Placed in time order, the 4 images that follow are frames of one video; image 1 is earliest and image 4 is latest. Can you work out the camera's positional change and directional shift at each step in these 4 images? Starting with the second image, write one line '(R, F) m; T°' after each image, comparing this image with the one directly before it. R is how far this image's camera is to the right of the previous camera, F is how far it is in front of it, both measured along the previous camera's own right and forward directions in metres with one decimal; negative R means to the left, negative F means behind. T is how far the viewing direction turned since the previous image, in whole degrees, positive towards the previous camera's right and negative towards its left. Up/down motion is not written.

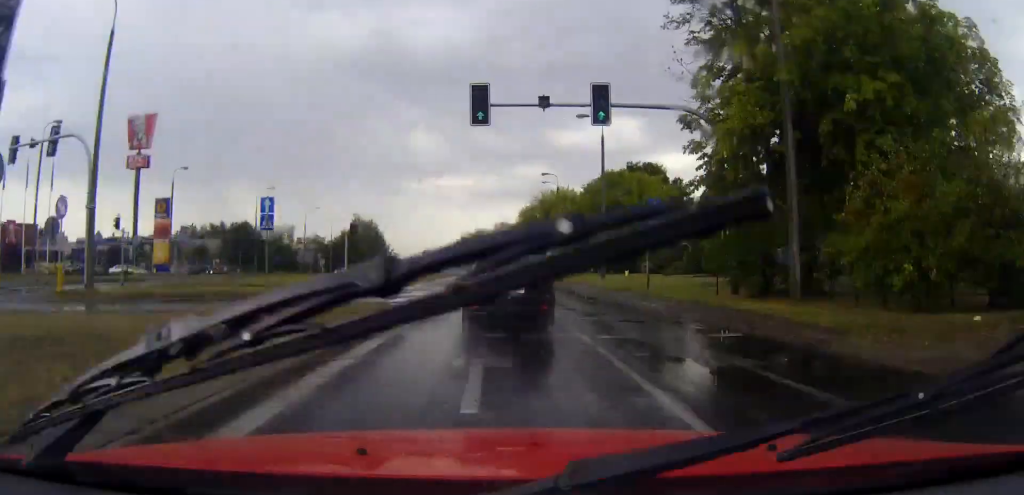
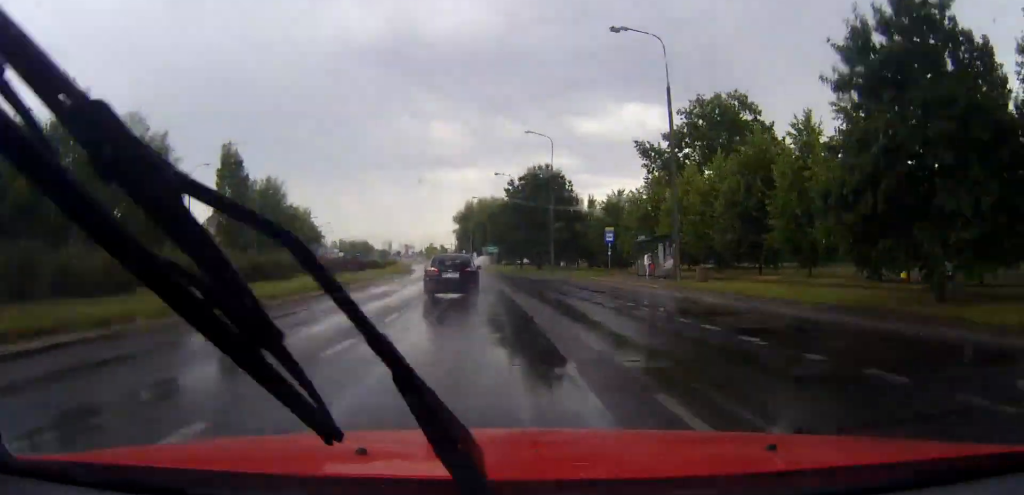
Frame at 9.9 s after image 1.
(-0.2, +147.6) m; -2°
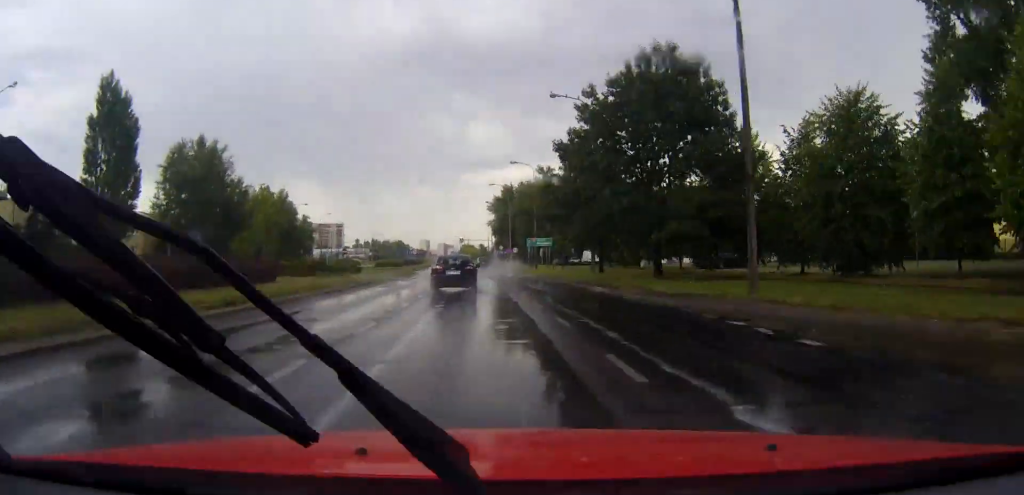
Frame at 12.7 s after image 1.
(-0.8, +43.7) m; -3°
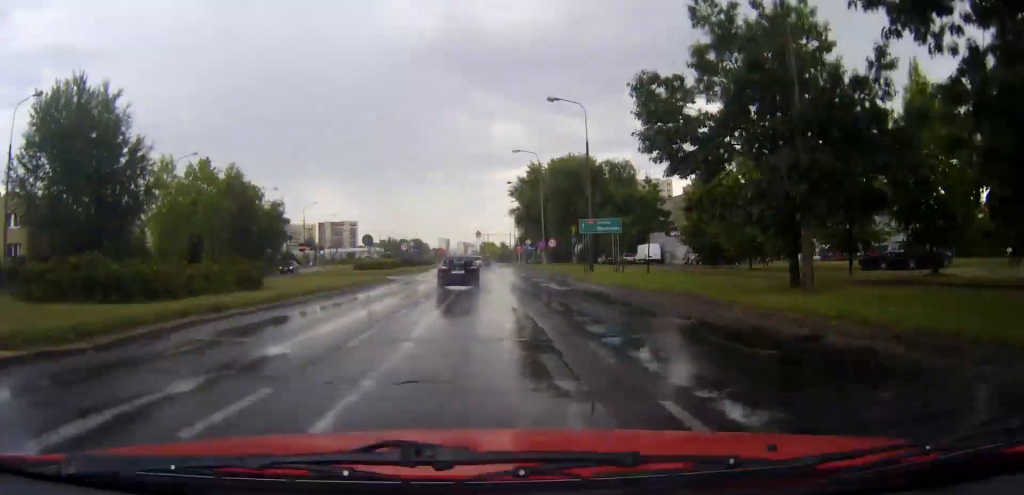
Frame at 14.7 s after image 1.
(-0.8, +31.4) m; -2°
